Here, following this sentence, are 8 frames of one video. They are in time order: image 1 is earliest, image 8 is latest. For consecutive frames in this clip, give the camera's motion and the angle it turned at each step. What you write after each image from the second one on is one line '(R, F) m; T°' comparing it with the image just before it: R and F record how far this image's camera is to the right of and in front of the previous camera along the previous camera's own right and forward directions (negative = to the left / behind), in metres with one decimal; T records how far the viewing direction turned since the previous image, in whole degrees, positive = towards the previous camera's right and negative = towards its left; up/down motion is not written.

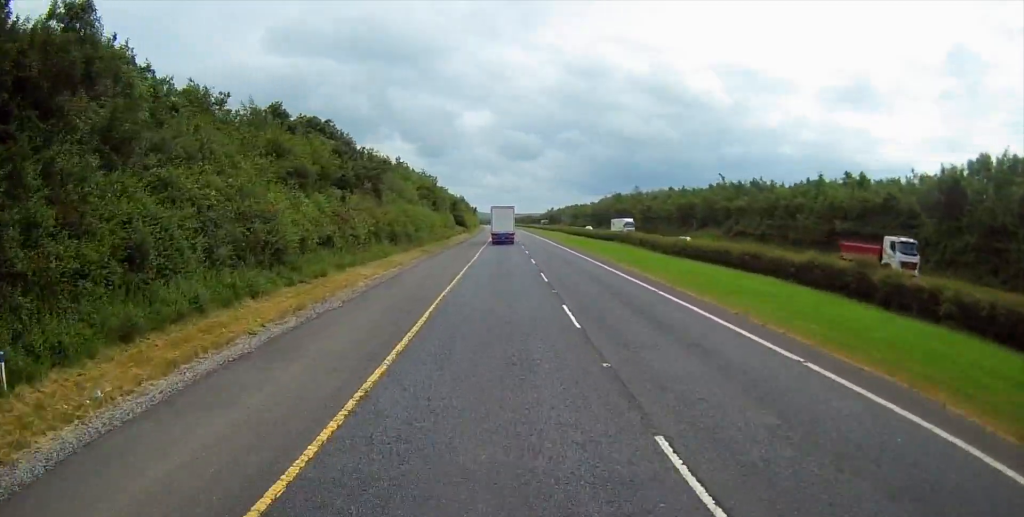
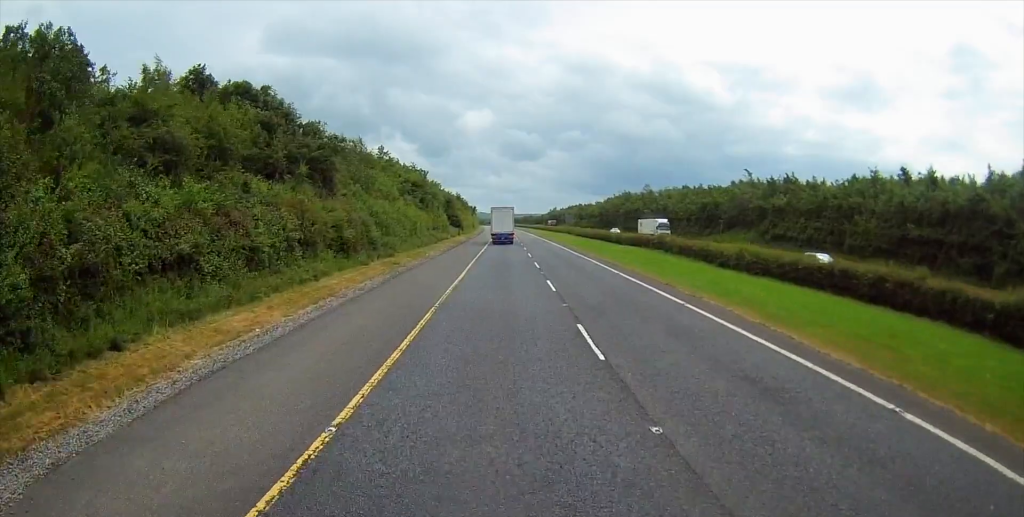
(-0.1, +15.5) m; 0°
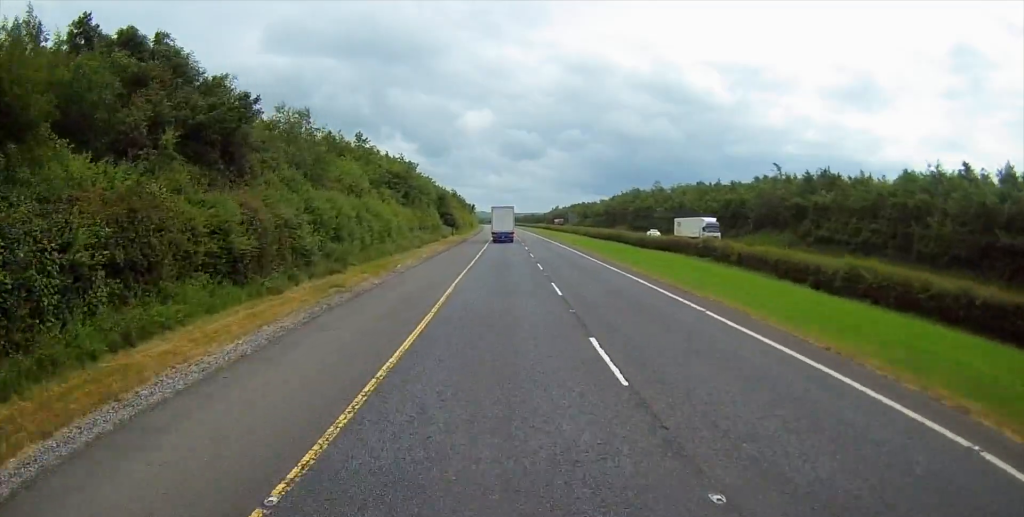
(-0.2, +13.9) m; 0°
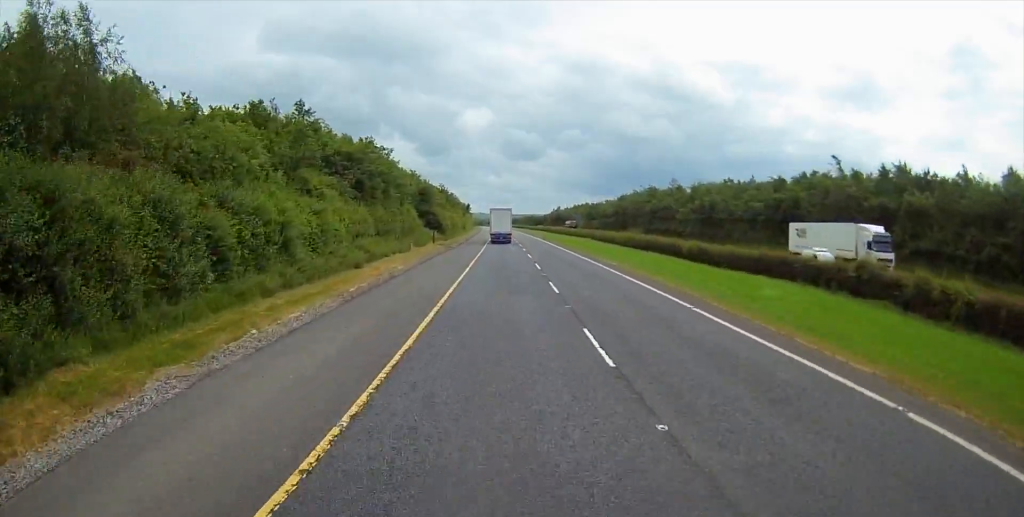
(+0.2, +22.5) m; +1°
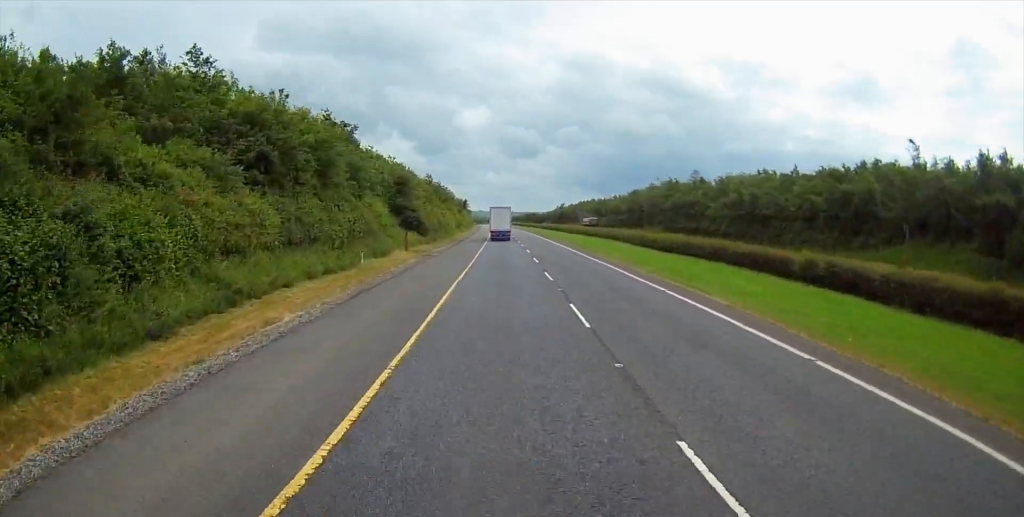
(0.0, +20.1) m; 0°
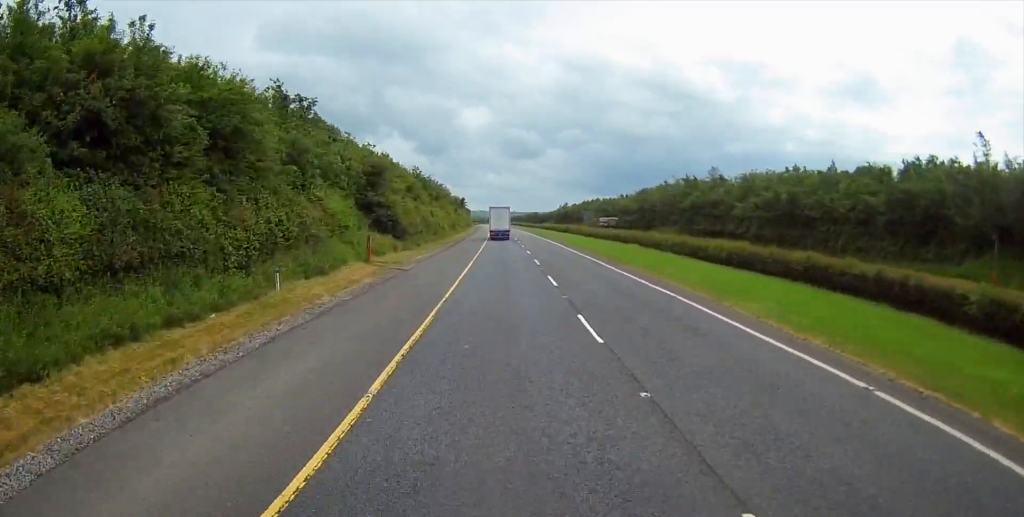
(0.0, +14.0) m; 0°
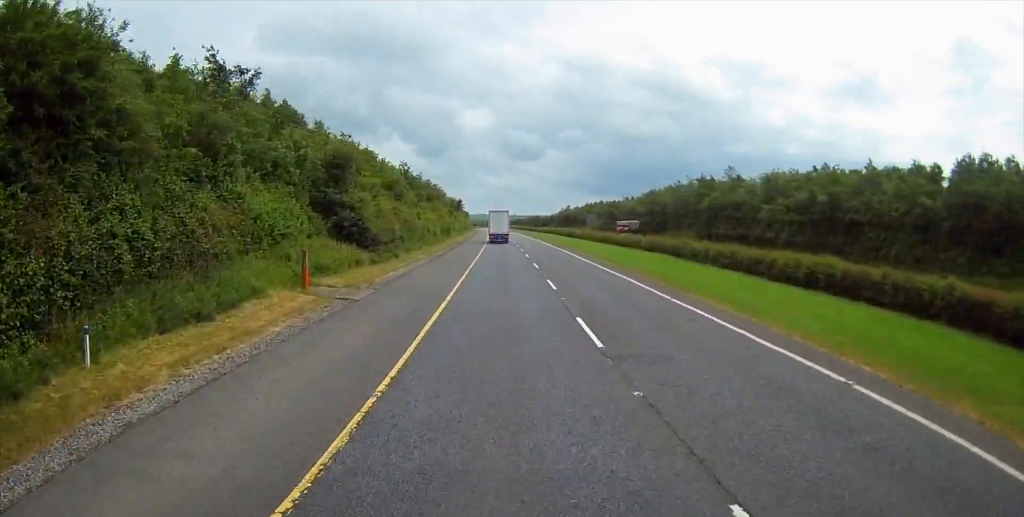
(+0.1, +11.6) m; 0°
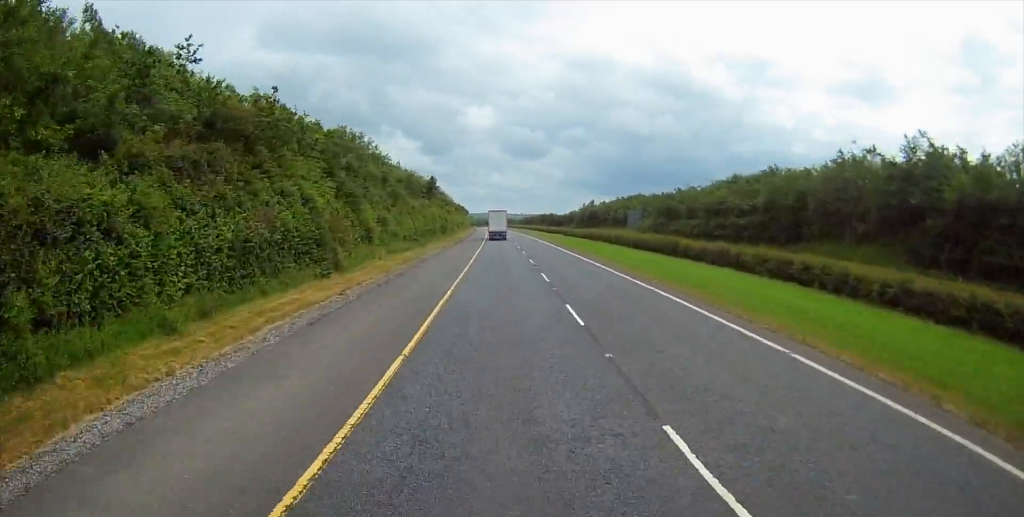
(+0.3, +69.5) m; 0°
